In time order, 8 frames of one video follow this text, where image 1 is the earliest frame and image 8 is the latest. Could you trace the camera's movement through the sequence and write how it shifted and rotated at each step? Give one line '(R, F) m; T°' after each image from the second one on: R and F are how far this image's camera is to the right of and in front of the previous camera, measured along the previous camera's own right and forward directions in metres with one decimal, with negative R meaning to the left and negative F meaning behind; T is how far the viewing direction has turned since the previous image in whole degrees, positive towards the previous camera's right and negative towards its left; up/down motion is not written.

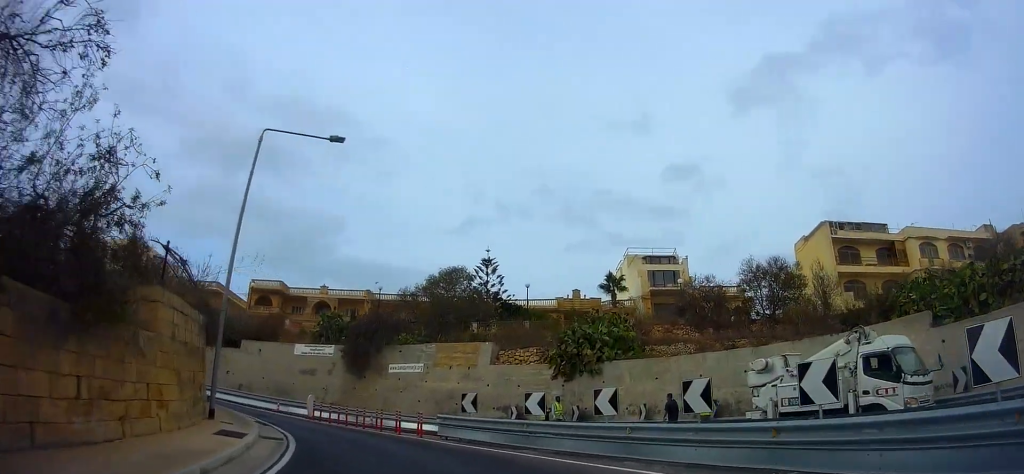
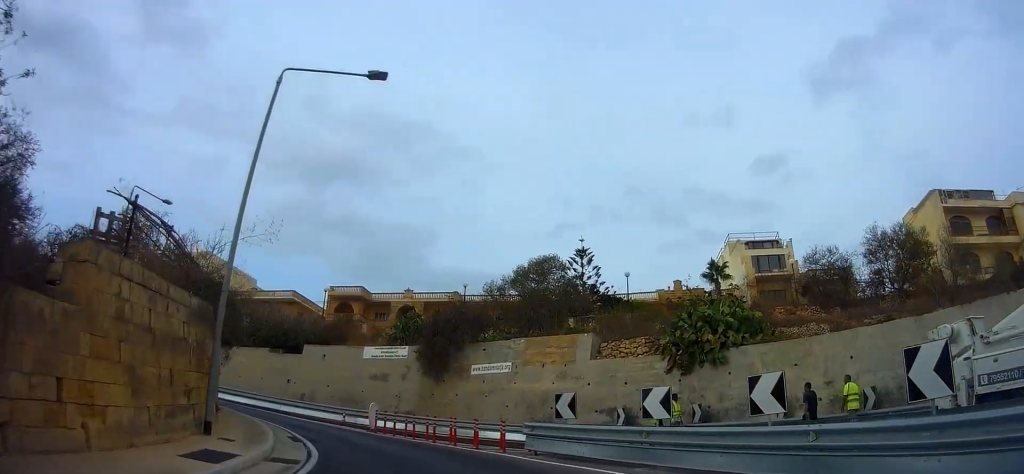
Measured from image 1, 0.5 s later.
(-0.3, +4.0) m; -6°
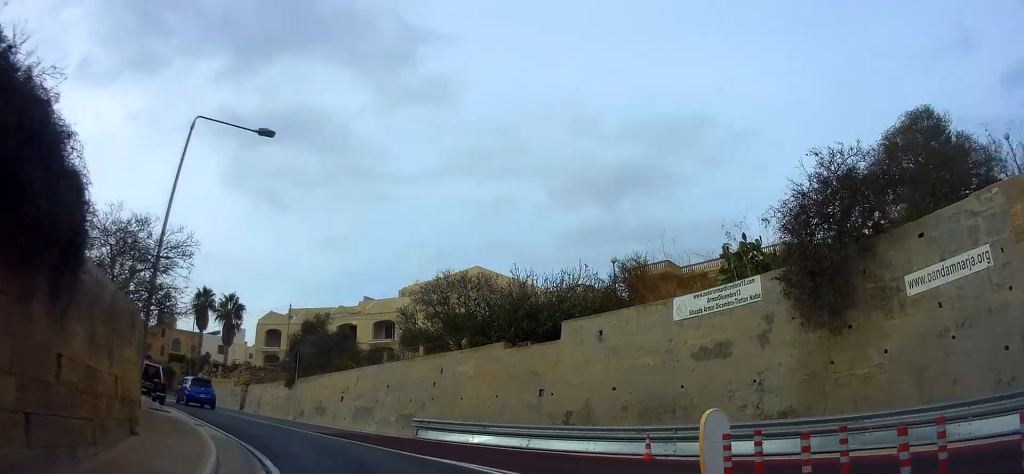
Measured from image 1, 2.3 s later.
(-2.8, +12.6) m; -29°
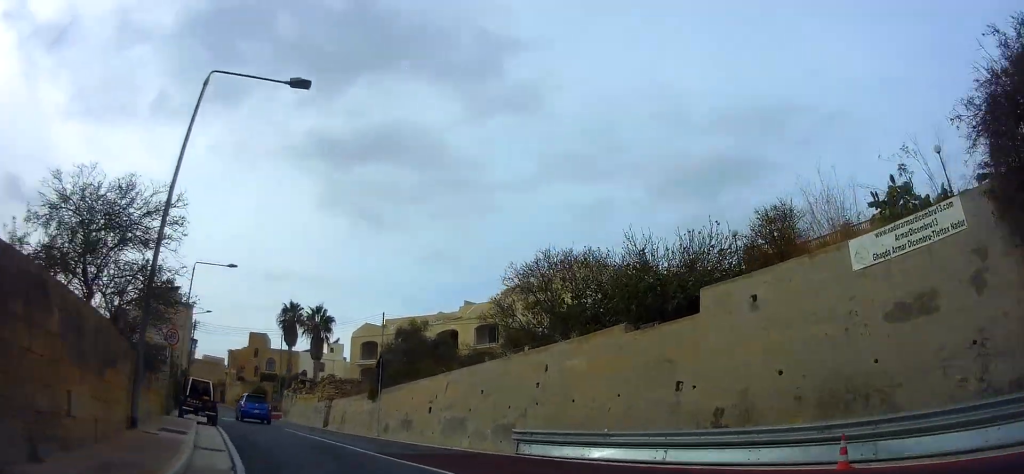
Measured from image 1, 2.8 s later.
(-0.2, +3.9) m; -10°
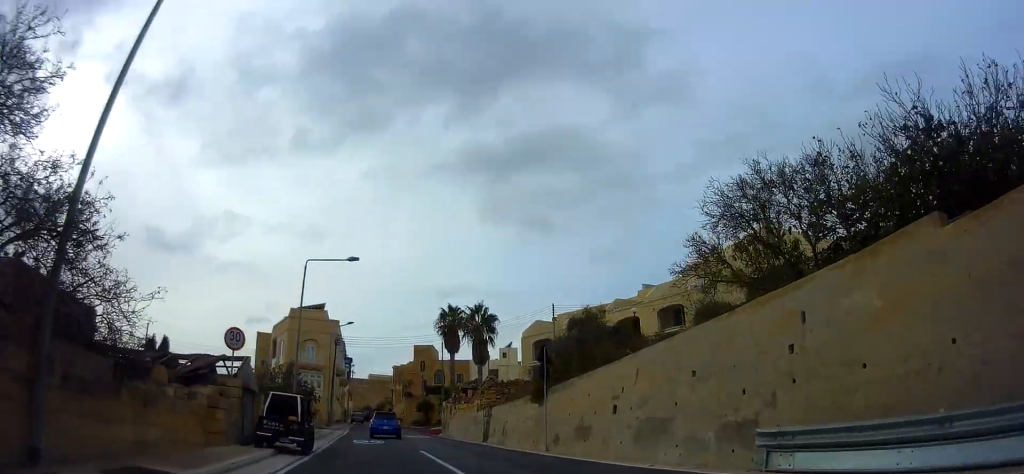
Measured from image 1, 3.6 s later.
(-0.9, +6.1) m; -15°
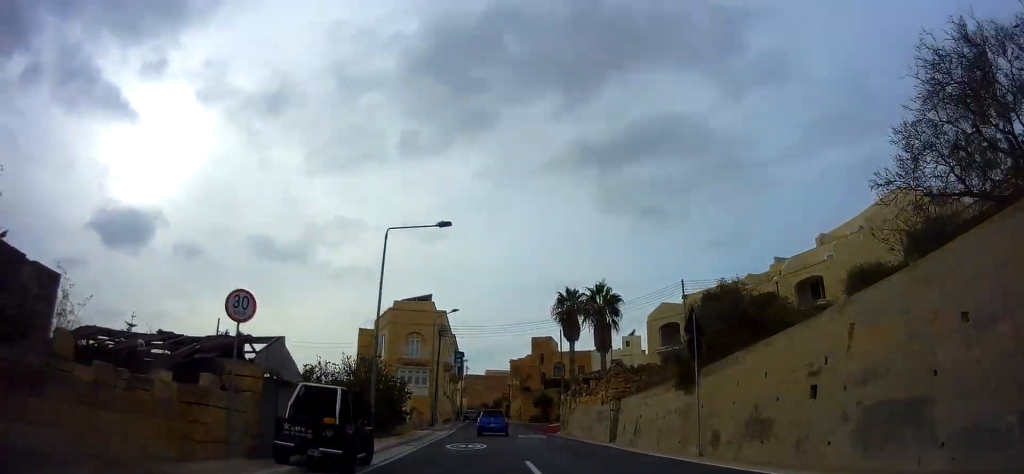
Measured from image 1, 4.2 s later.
(-0.5, +4.6) m; -15°
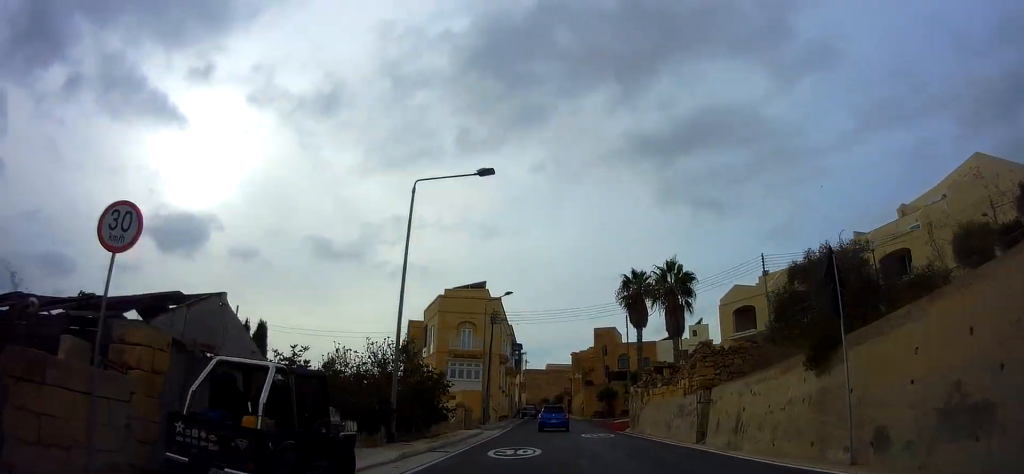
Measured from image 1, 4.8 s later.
(-0.1, +4.1) m; -15°
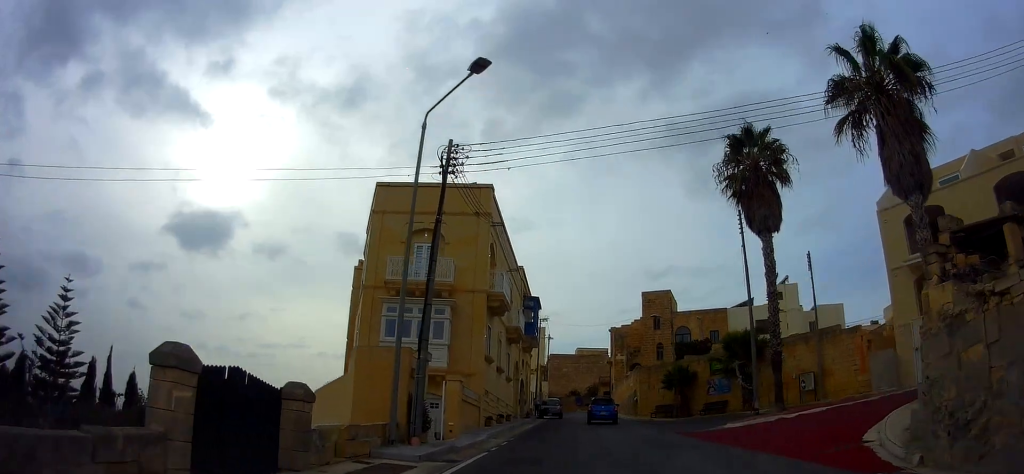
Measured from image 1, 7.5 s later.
(-6.1, +21.5) m; -17°
